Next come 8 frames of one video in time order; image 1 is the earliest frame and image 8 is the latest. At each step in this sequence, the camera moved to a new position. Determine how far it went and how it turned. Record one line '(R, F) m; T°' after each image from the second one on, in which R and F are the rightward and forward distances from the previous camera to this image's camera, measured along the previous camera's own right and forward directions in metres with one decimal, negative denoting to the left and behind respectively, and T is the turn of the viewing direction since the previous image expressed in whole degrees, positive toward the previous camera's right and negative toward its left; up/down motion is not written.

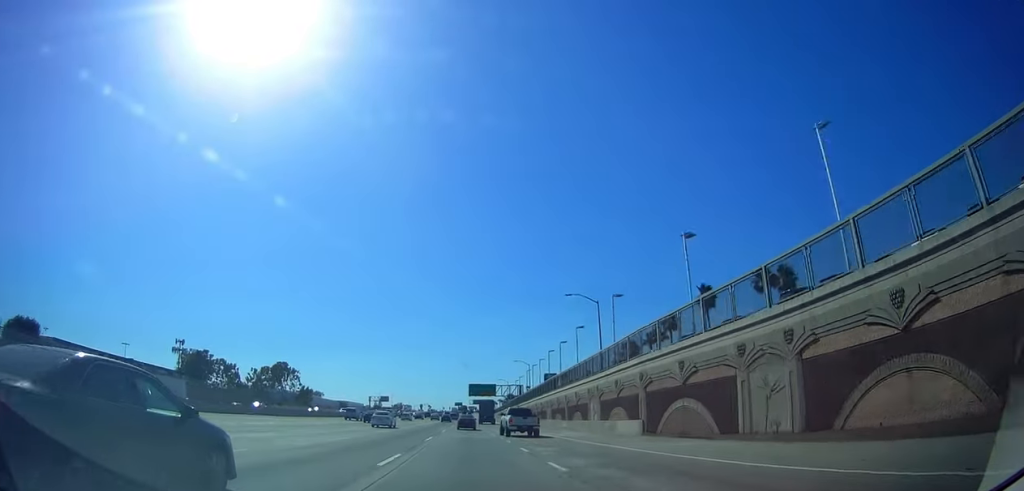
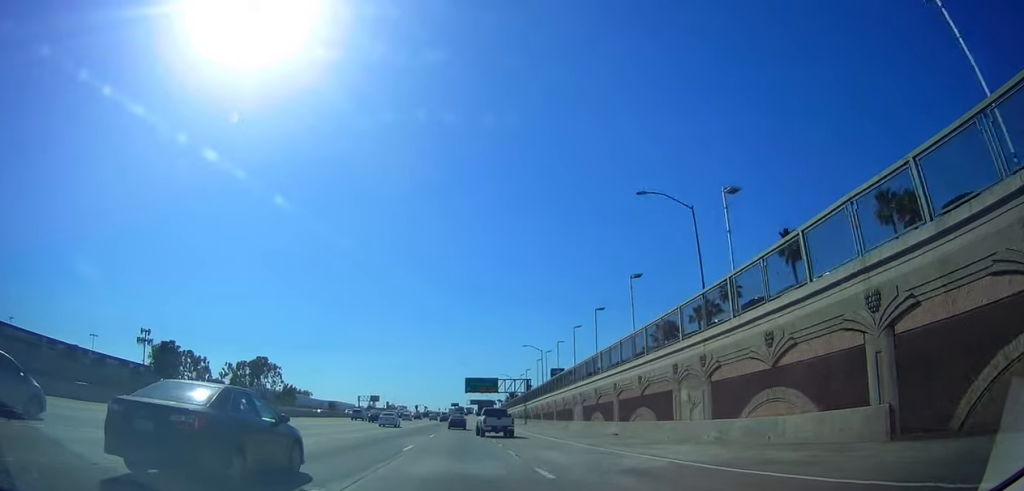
(+0.3, +23.3) m; 0°
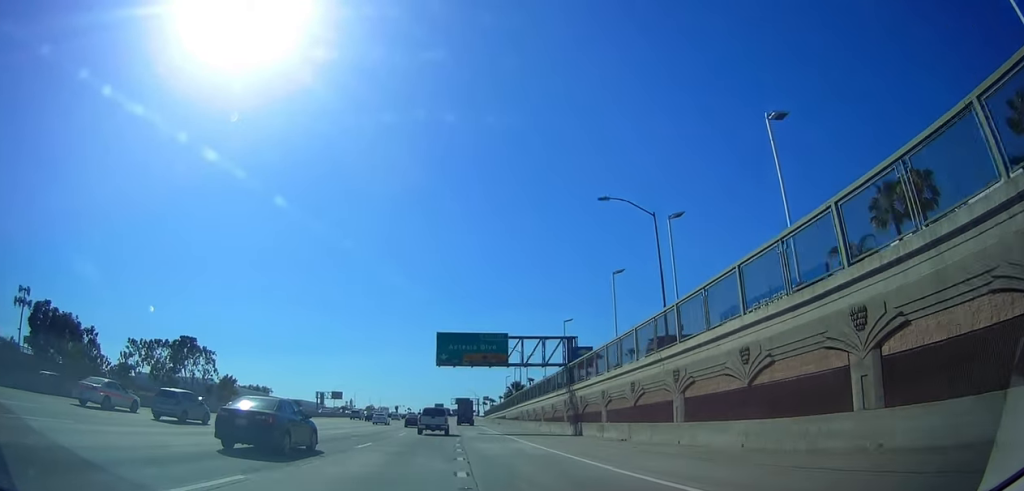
(-0.6, +58.6) m; 0°
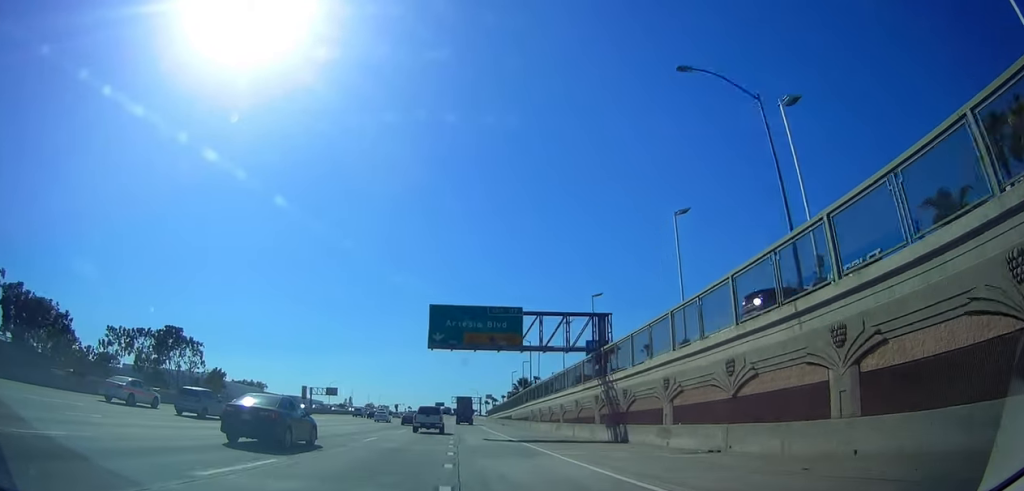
(+0.2, +11.7) m; 0°
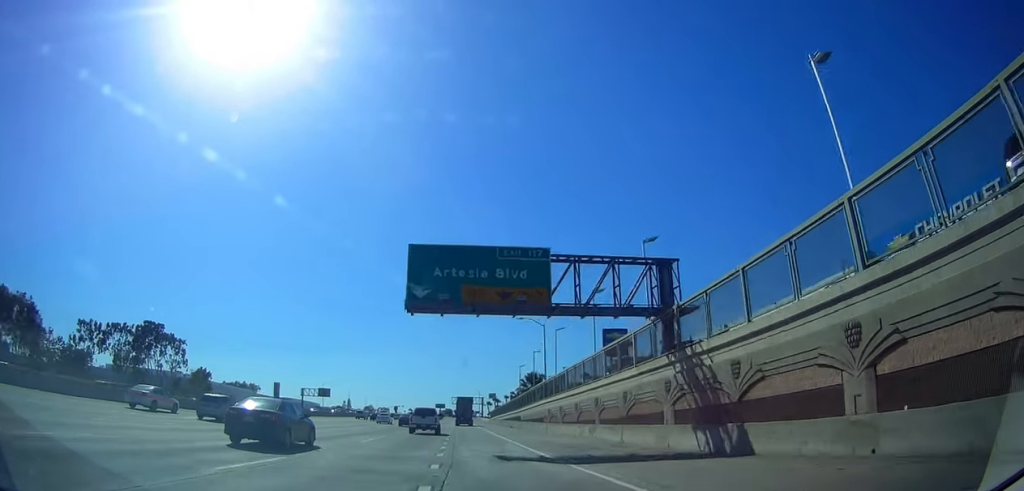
(0.0, +13.3) m; 0°
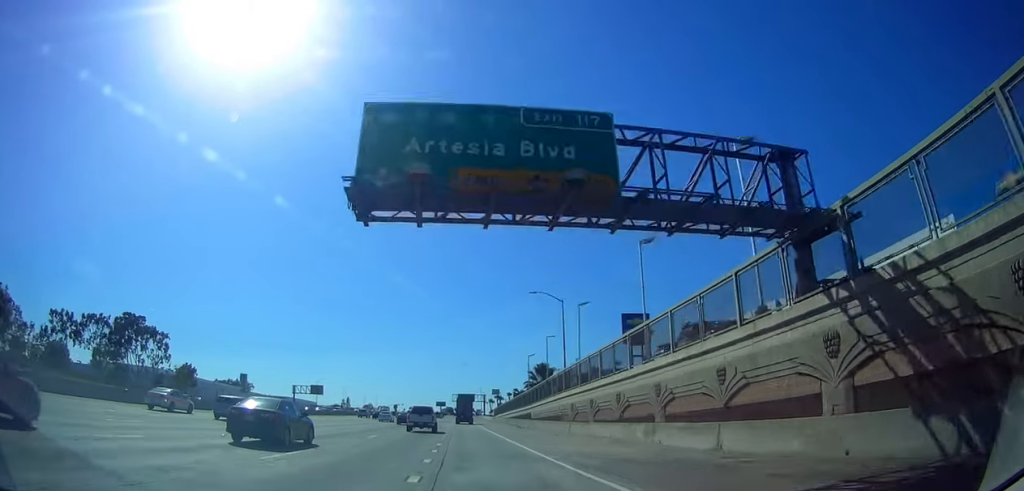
(-0.2, +11.8) m; 0°
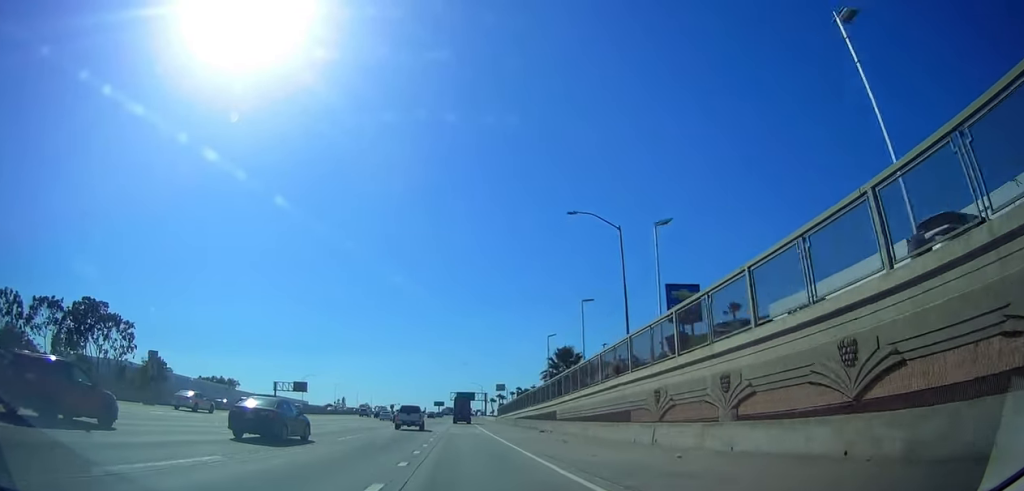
(+0.3, +20.1) m; 0°
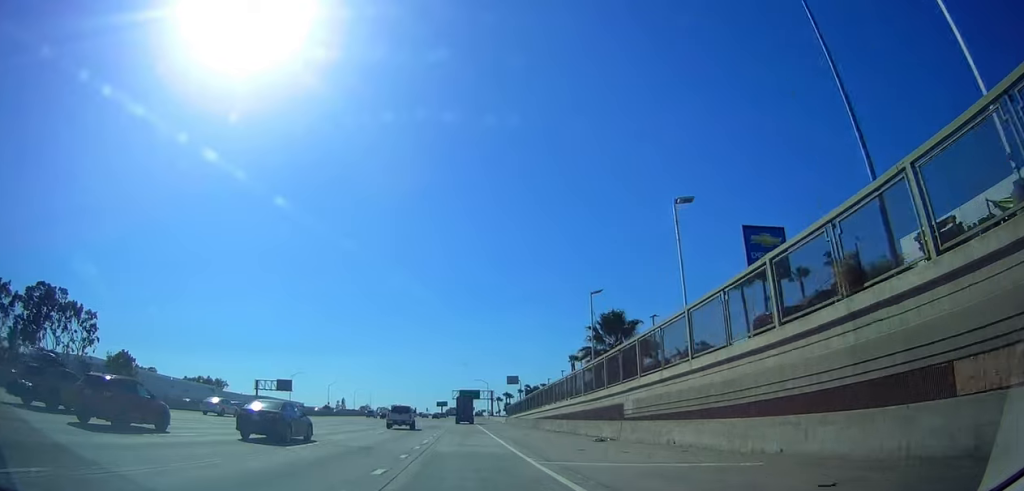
(0.0, +20.2) m; 0°
